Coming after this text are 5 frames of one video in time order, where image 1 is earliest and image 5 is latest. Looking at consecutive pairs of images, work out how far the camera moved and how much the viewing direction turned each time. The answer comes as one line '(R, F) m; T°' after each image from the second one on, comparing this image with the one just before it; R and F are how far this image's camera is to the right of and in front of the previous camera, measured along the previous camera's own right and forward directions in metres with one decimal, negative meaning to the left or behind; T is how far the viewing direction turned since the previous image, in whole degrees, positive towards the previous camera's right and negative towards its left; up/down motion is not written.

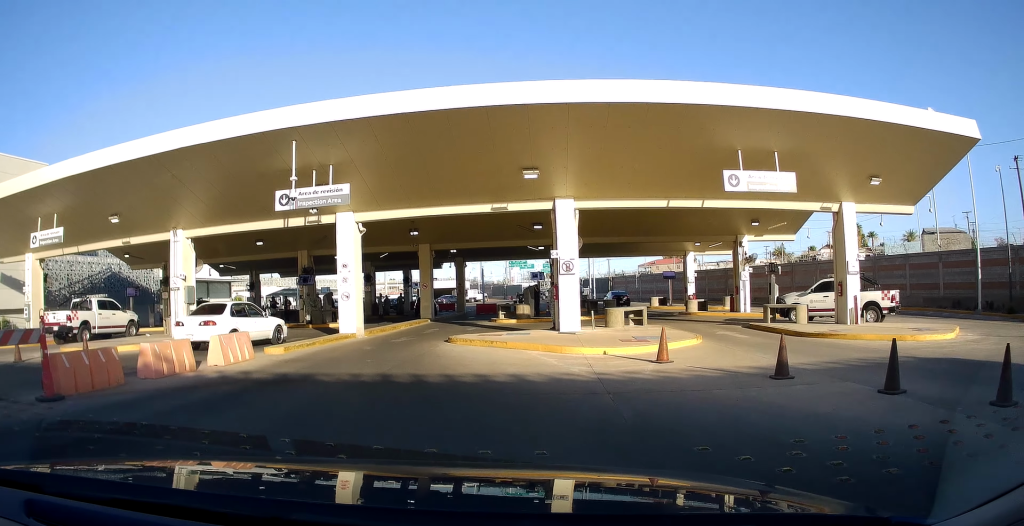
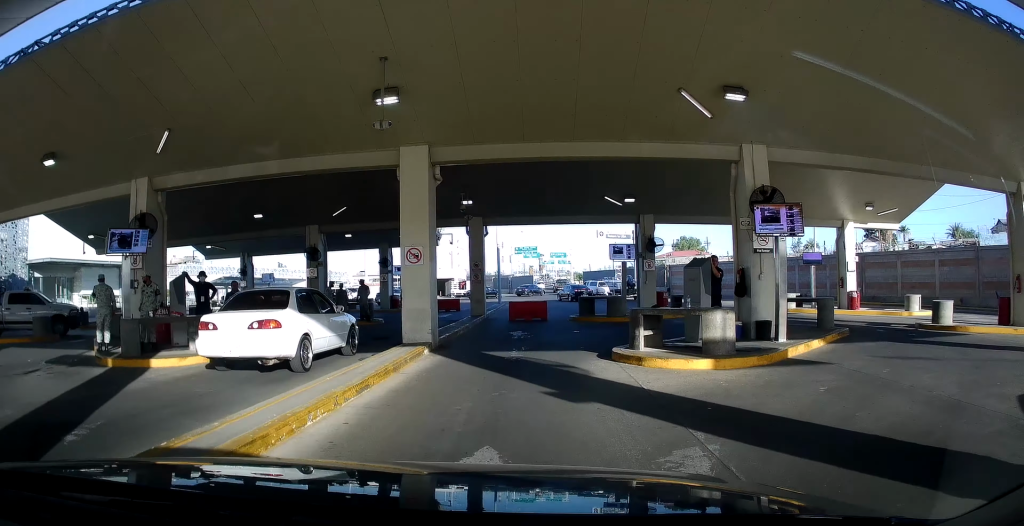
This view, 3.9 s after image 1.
(-4.4, +20.0) m; -11°
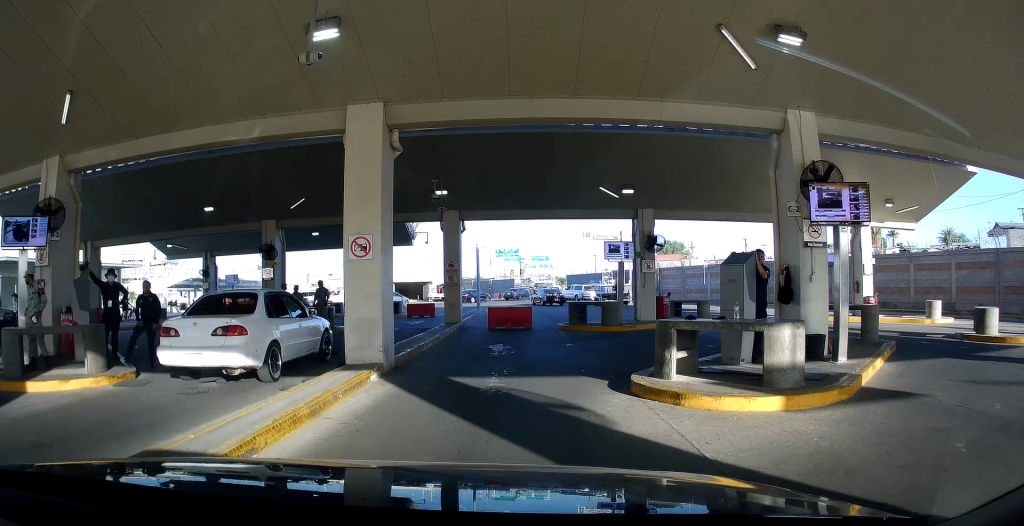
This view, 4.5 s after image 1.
(+0.2, +2.7) m; +8°
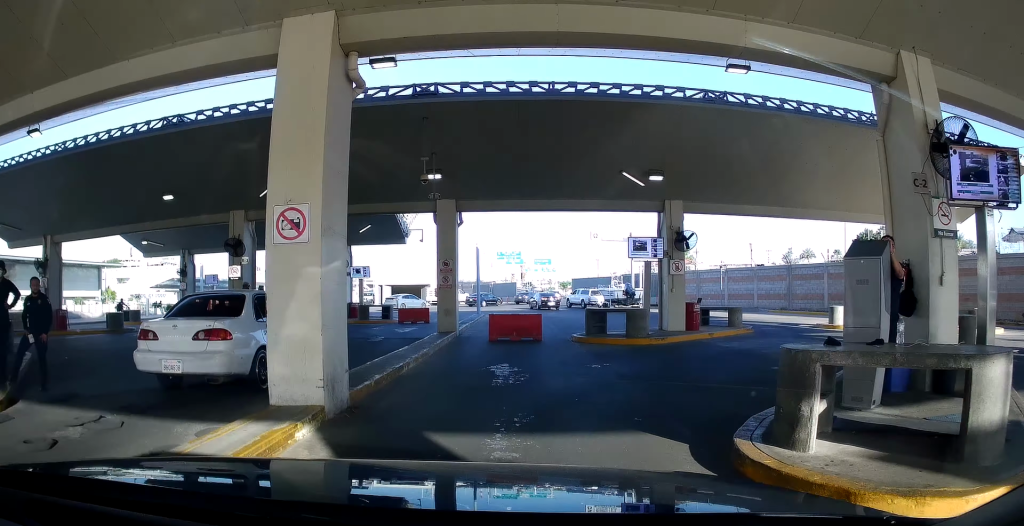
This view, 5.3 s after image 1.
(+0.2, +2.7) m; +2°
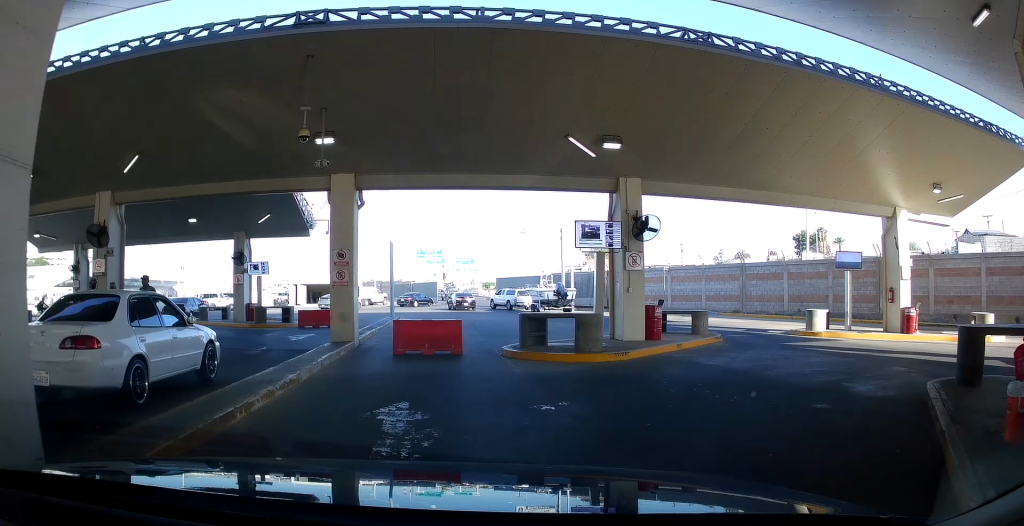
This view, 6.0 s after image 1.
(+0.2, +2.7) m; 0°
